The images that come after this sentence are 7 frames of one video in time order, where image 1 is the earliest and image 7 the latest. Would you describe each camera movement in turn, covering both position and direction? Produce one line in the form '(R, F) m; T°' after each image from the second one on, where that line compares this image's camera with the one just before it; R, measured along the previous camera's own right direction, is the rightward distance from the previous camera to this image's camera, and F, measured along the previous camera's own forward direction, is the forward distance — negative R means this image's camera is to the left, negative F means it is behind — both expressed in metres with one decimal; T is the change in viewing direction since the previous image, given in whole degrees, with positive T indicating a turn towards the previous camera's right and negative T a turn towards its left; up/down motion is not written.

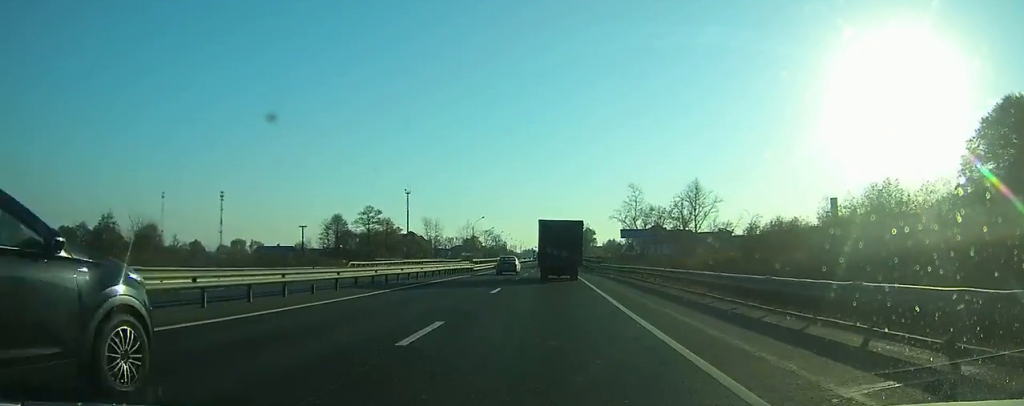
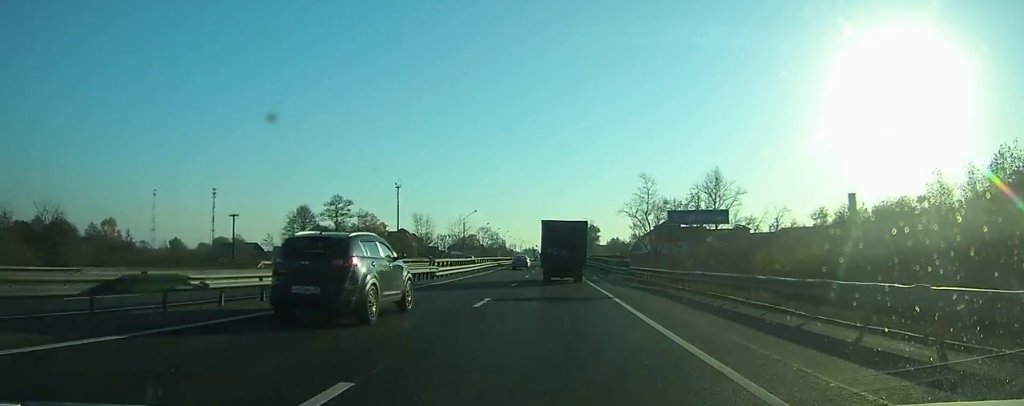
(0.0, +17.2) m; 0°
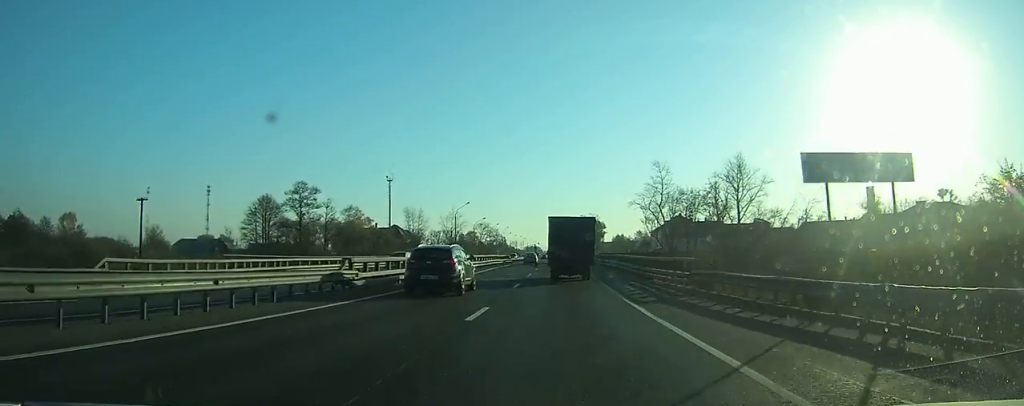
(0.0, +14.7) m; 0°
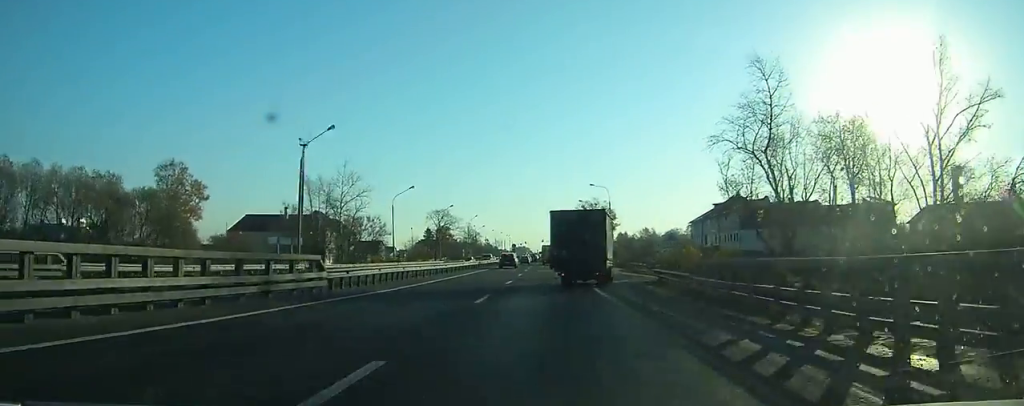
(+1.3, +70.1) m; +1°
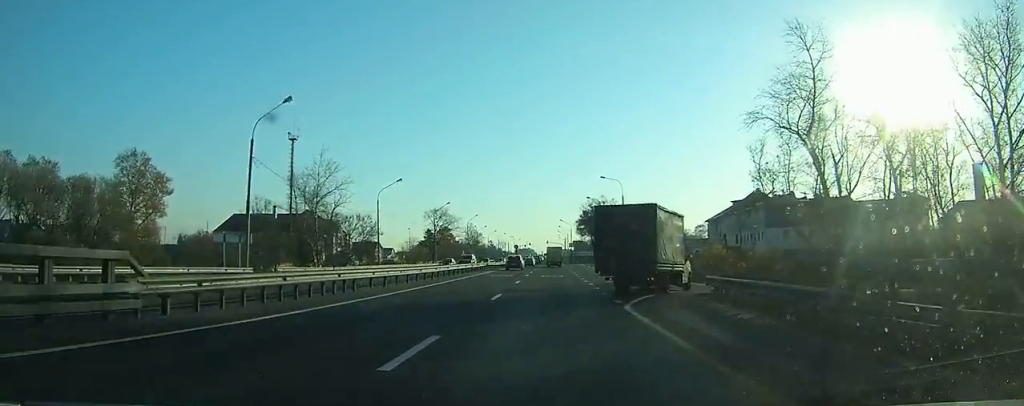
(-0.1, +9.3) m; 0°
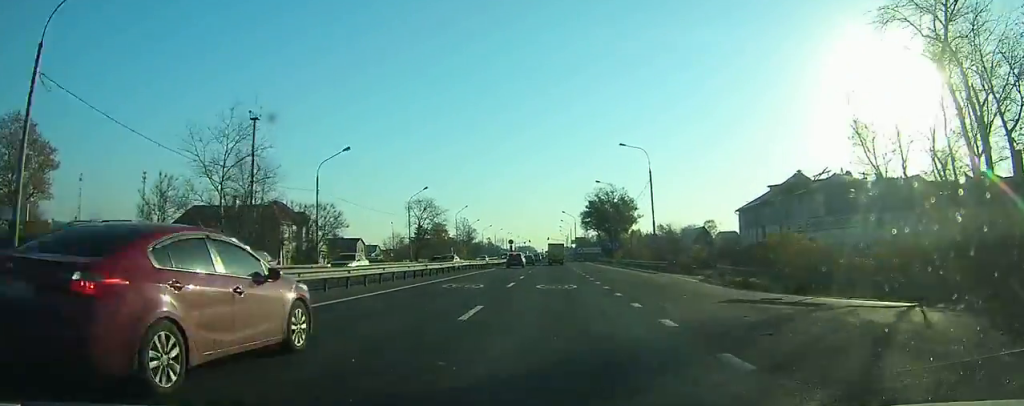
(0.0, +18.6) m; 0°
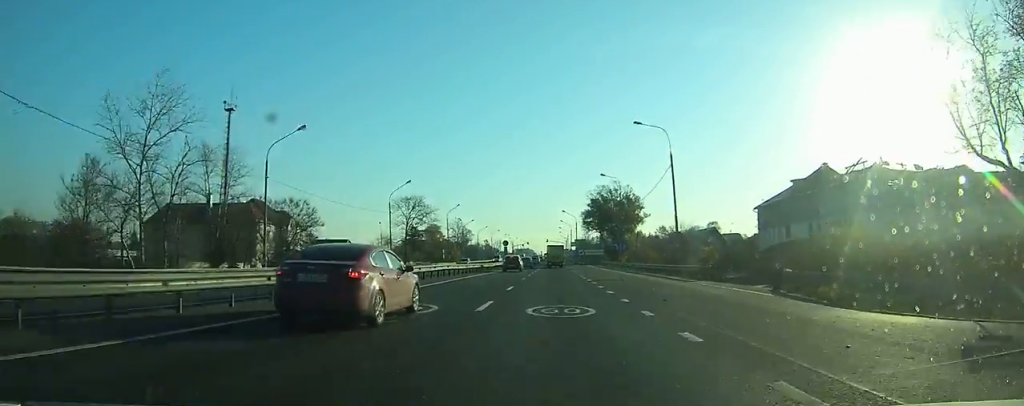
(0.0, +9.4) m; 0°
